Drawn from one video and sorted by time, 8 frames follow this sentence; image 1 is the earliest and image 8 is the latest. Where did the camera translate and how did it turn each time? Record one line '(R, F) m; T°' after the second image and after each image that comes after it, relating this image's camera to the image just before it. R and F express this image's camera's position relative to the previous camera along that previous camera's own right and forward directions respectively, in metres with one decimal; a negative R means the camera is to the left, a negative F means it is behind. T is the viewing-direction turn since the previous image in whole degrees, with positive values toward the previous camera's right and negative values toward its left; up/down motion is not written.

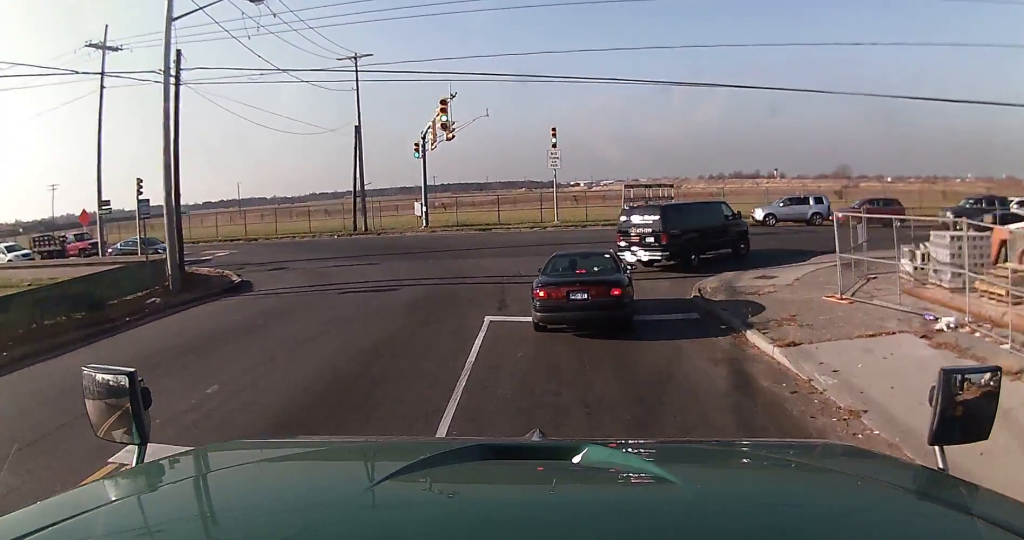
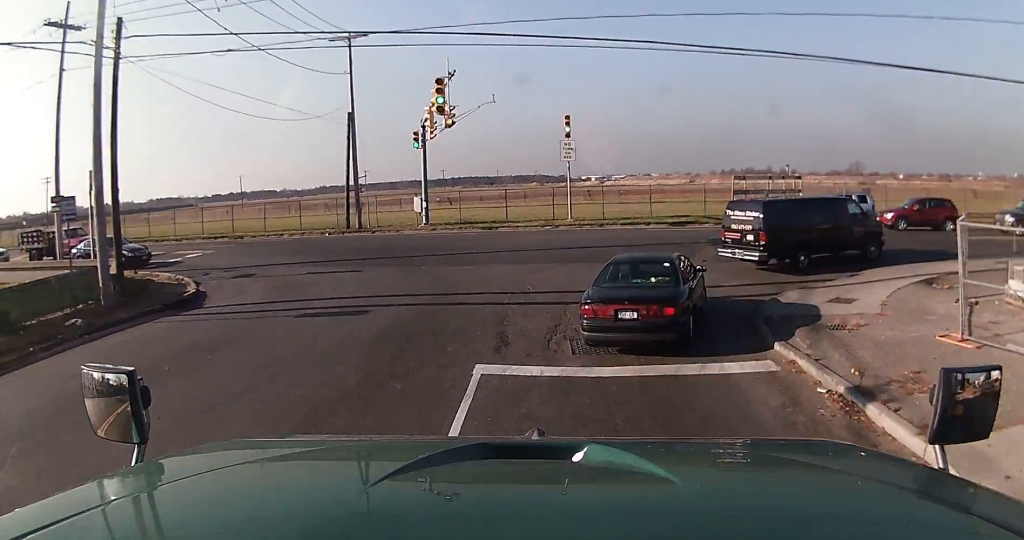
(-0.2, +3.8) m; -2°
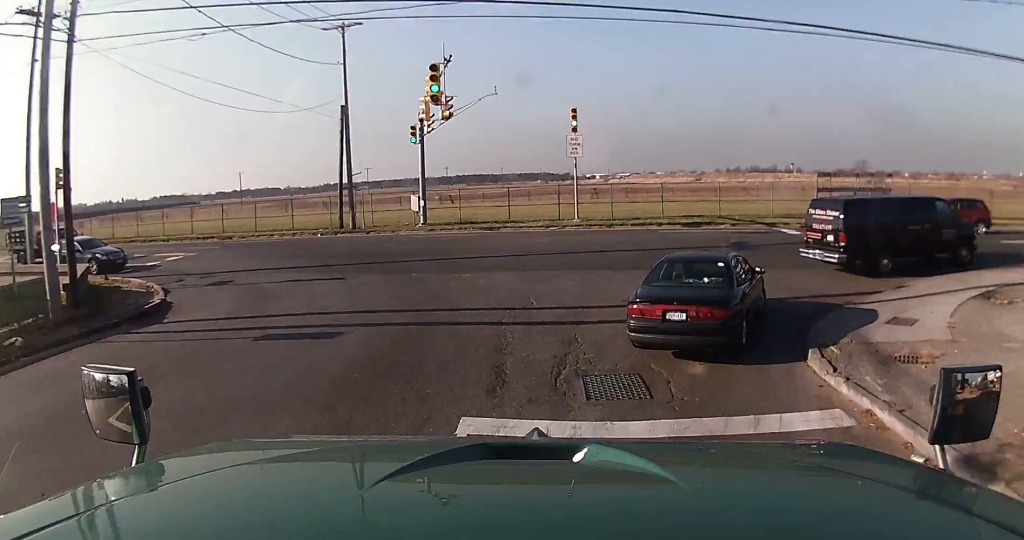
(0.0, +2.4) m; 0°
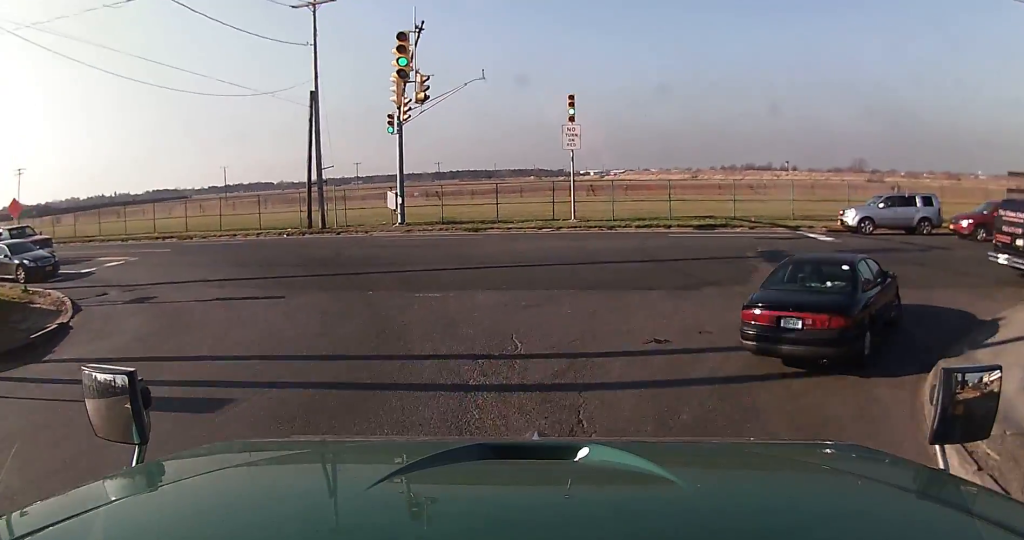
(+0.1, +4.5) m; +1°
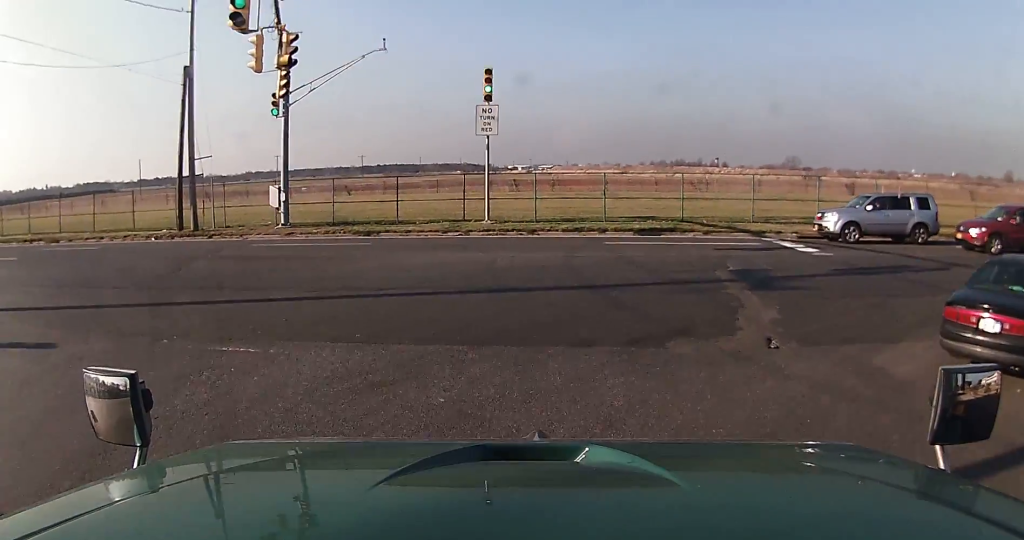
(+0.1, +6.4) m; +5°
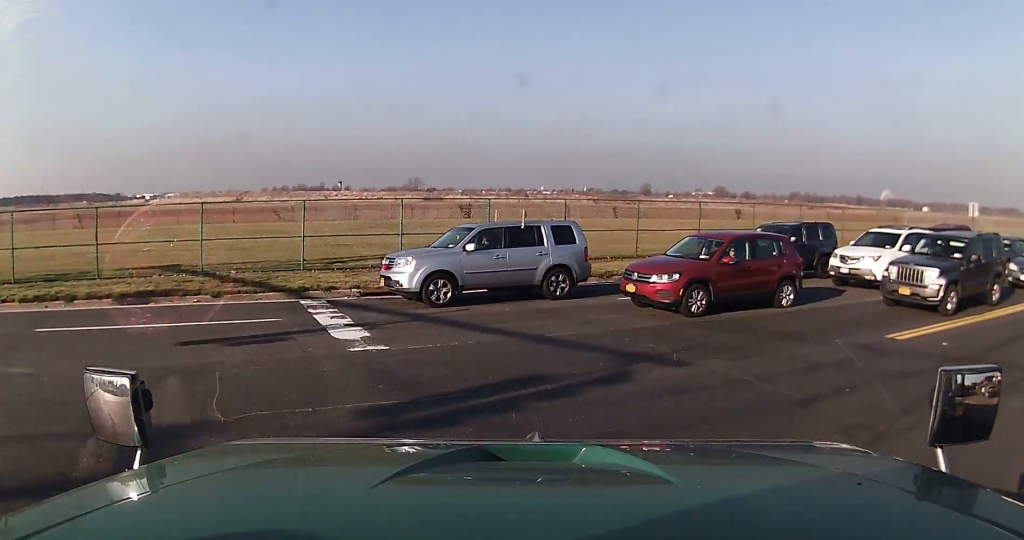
(+1.7, +10.4) m; +28°
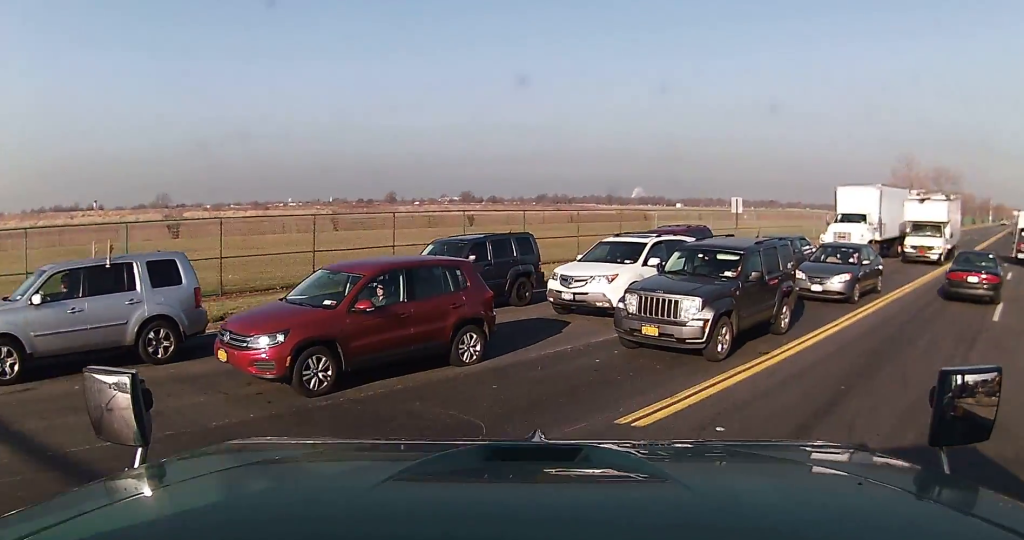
(+1.3, +4.9) m; +27°
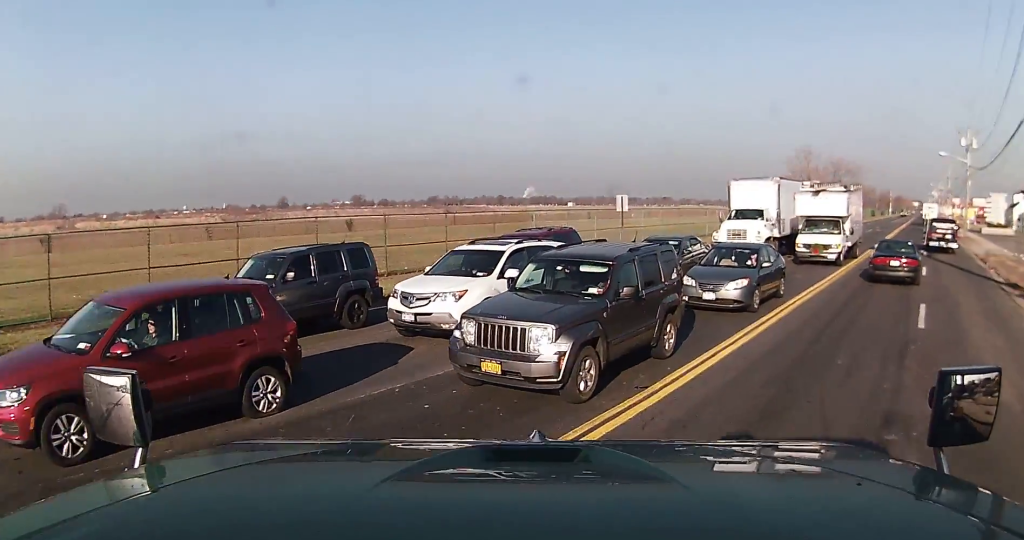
(+0.5, +2.3) m; +4°
